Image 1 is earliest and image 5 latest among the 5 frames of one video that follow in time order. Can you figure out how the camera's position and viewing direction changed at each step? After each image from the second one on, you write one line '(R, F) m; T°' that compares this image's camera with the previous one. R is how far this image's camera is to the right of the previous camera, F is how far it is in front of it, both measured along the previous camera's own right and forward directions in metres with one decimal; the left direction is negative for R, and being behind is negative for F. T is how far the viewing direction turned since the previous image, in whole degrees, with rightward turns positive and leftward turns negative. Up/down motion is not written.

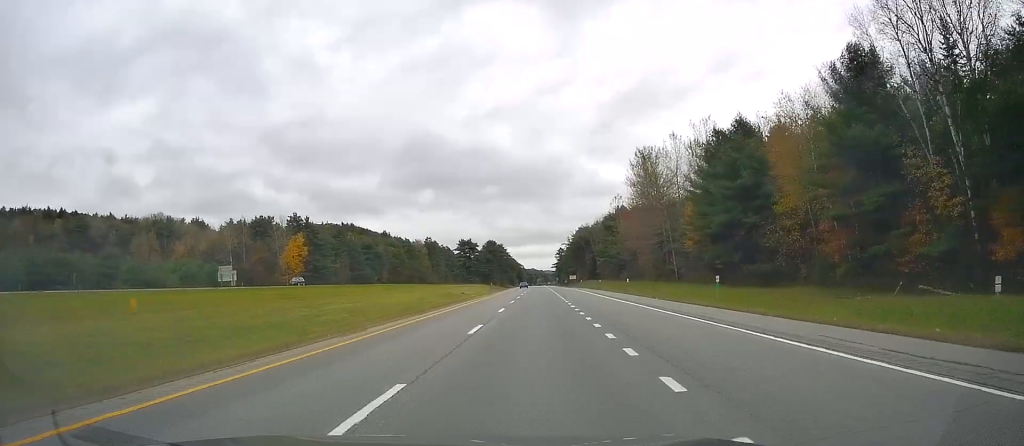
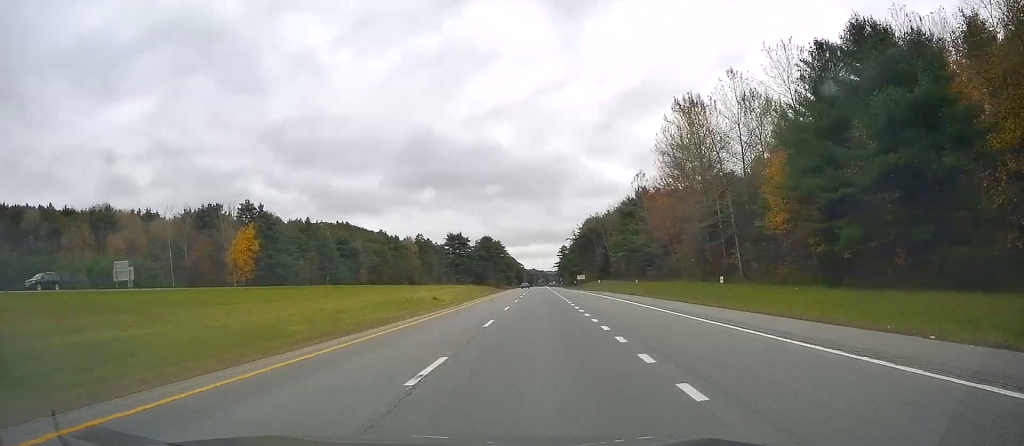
(0.0, +33.1) m; 0°
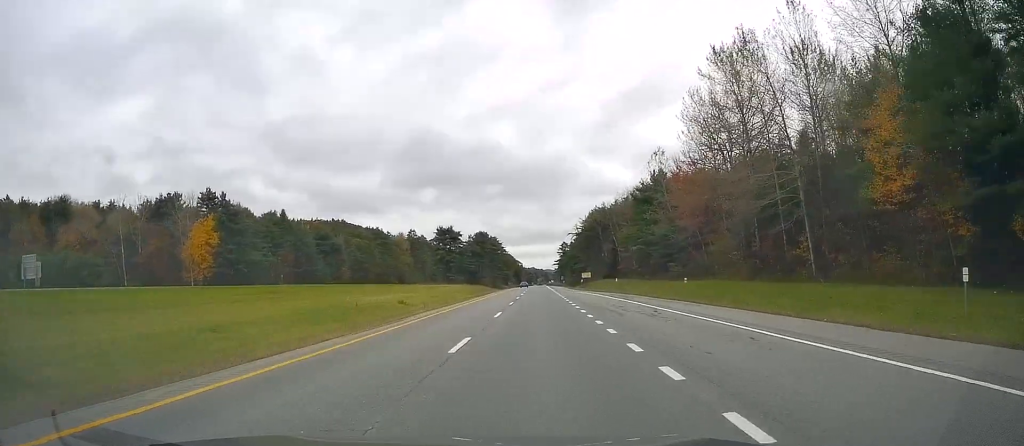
(0.0, +19.8) m; 0°
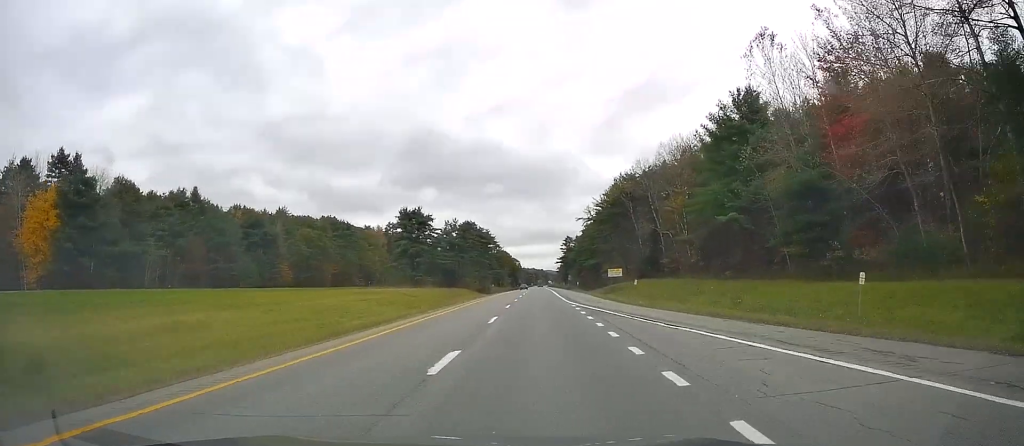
(0.0, +51.2) m; 0°
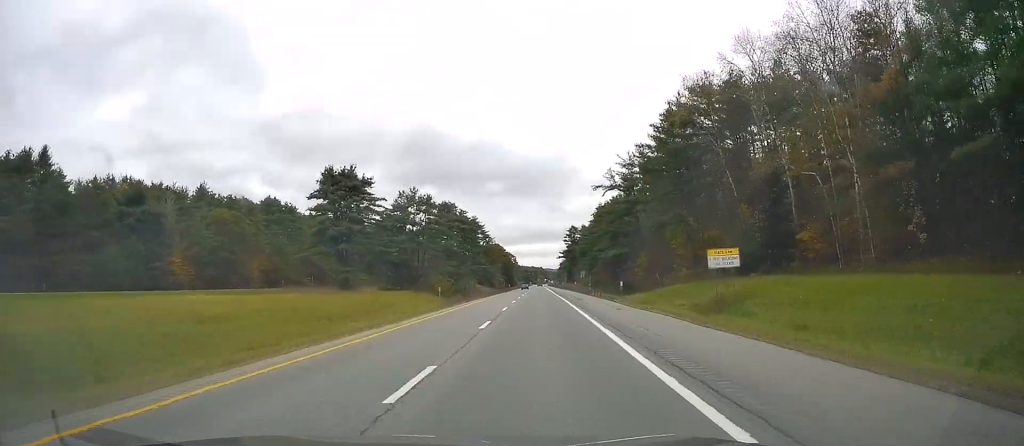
(+0.5, +50.6) m; 0°
